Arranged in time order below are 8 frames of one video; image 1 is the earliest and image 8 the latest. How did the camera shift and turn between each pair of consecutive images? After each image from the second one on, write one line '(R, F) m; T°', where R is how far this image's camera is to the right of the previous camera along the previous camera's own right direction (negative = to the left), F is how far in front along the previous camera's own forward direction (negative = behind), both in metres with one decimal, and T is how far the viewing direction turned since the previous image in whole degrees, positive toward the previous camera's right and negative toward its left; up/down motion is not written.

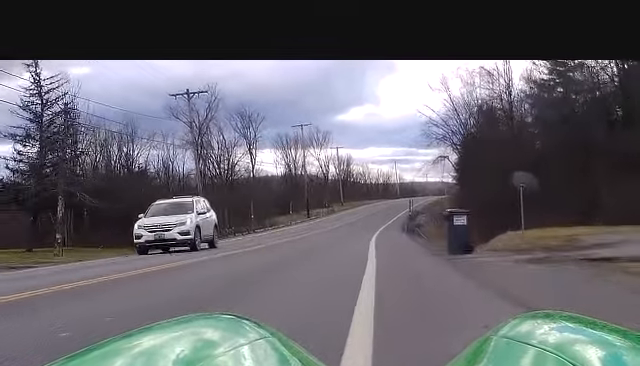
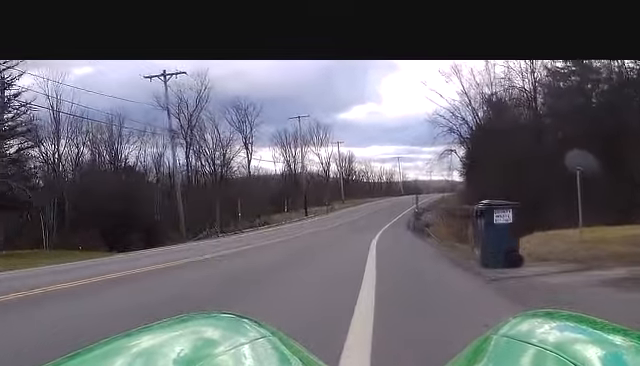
(0.0, +5.4) m; 0°
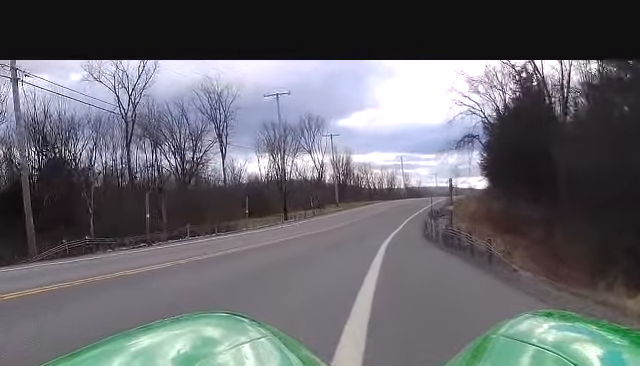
(0.0, +19.0) m; 0°
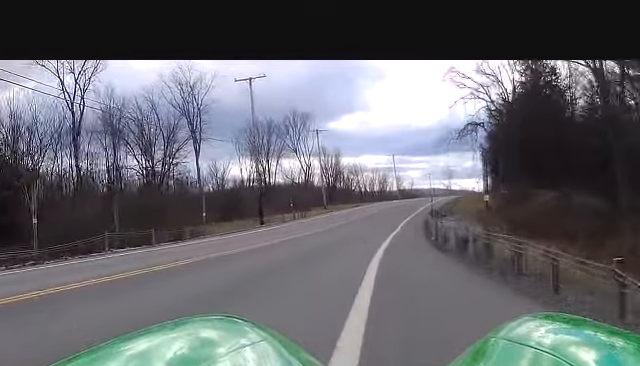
(-0.2, +10.1) m; -1°
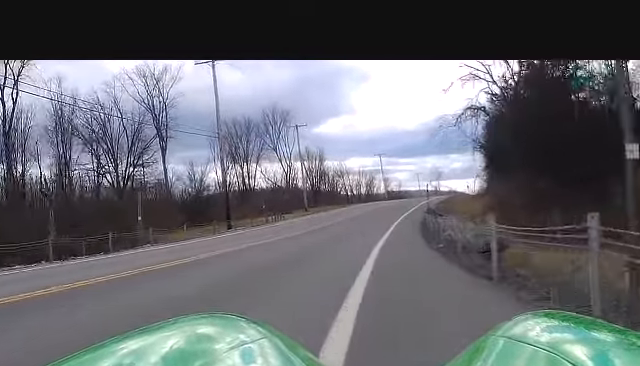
(0.0, +9.2) m; 0°
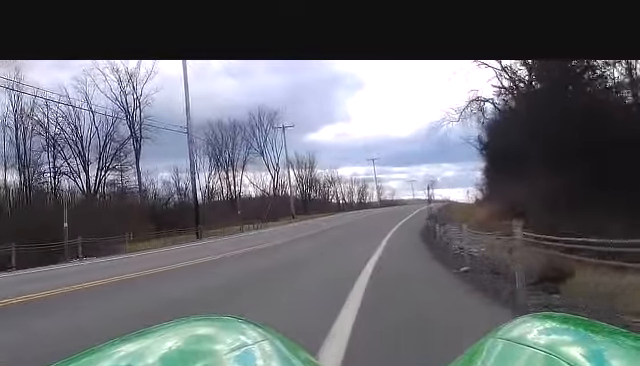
(0.0, +7.1) m; 0°
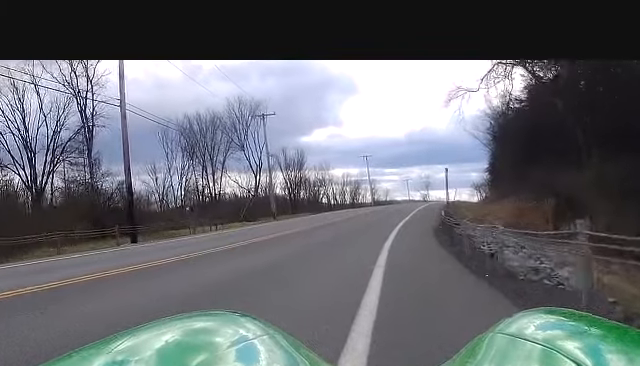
(0.0, +12.1) m; 0°
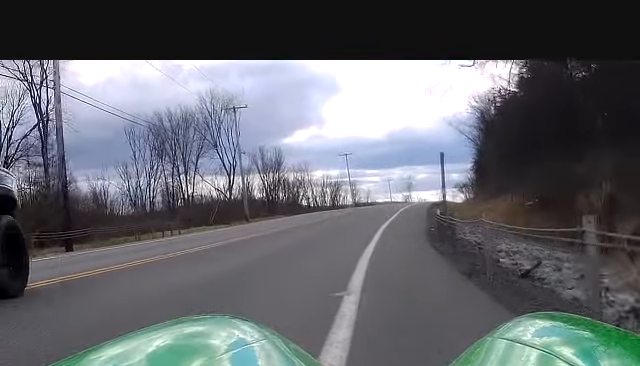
(0.0, +5.7) m; +1°
